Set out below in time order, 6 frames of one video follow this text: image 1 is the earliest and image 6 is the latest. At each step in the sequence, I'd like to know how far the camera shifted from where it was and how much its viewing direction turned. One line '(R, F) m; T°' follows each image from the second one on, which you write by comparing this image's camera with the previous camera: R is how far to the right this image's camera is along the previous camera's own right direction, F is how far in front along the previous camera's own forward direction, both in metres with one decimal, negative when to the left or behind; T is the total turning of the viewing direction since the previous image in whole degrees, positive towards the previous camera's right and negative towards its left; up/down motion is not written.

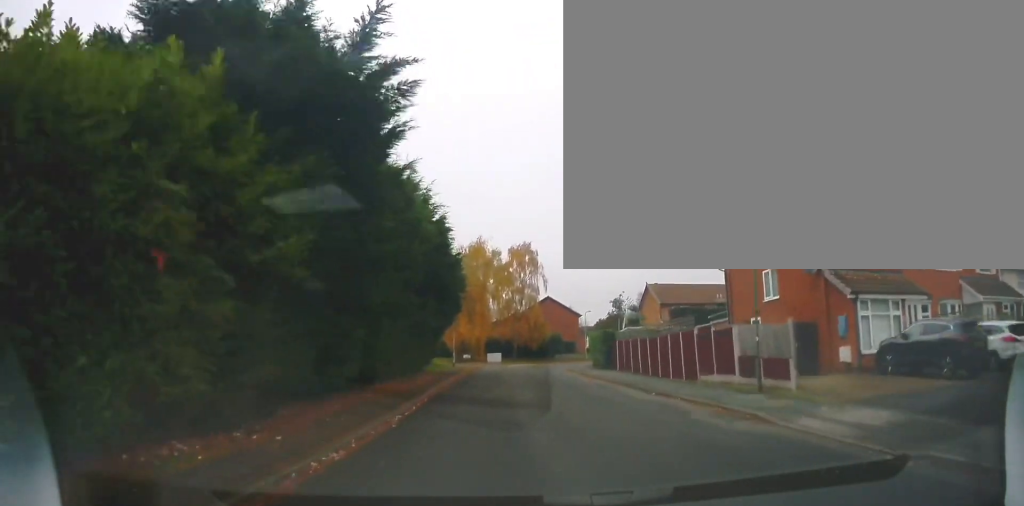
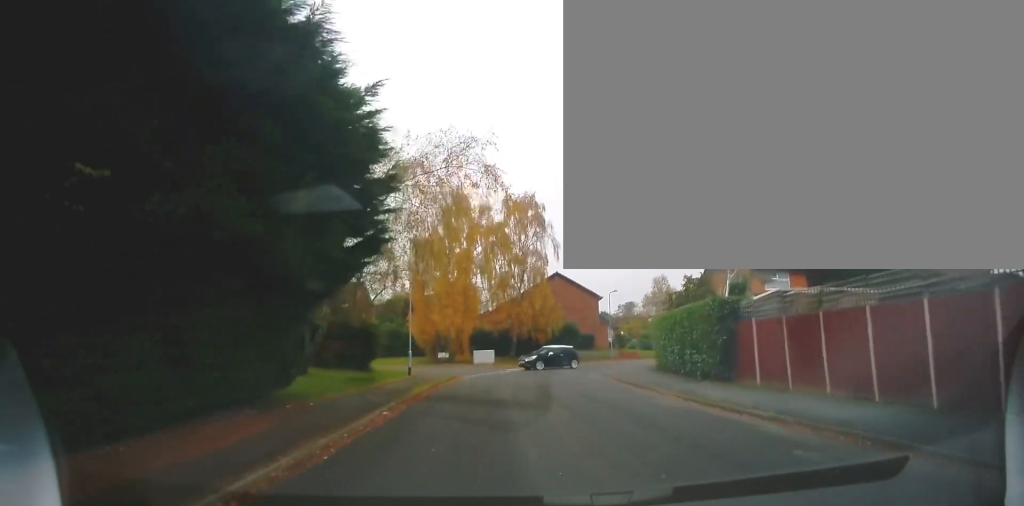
(-0.3, +21.6) m; 0°
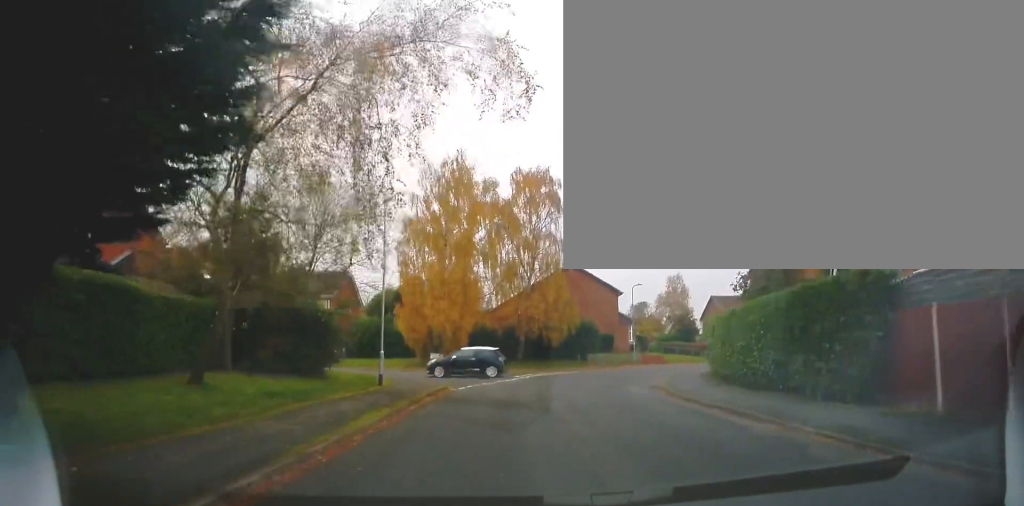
(+0.4, +7.8) m; +2°
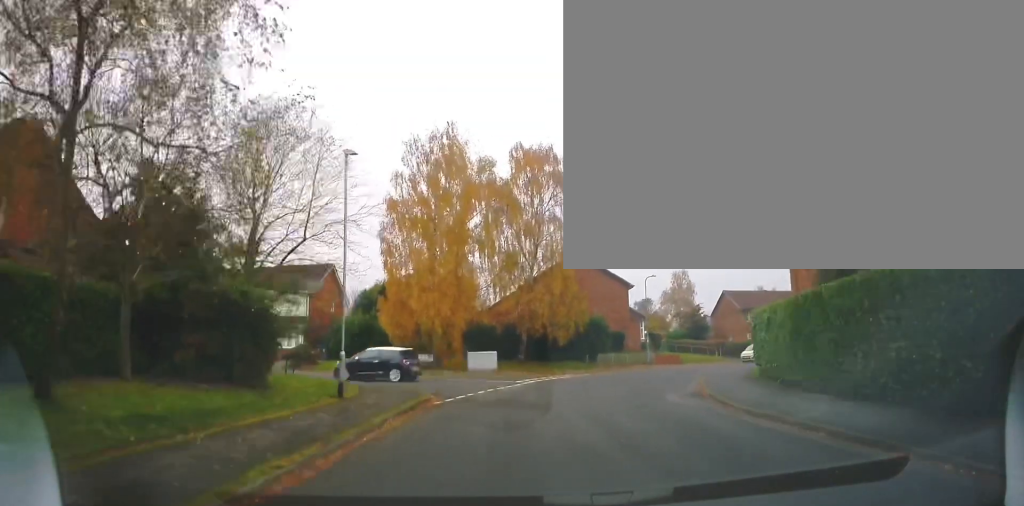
(0.0, +5.4) m; -2°
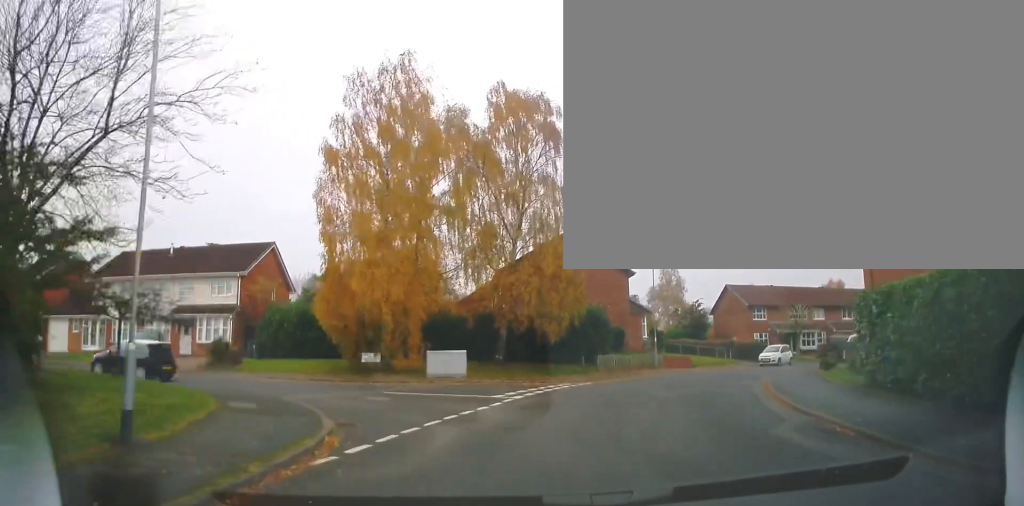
(0.0, +7.9) m; +6°
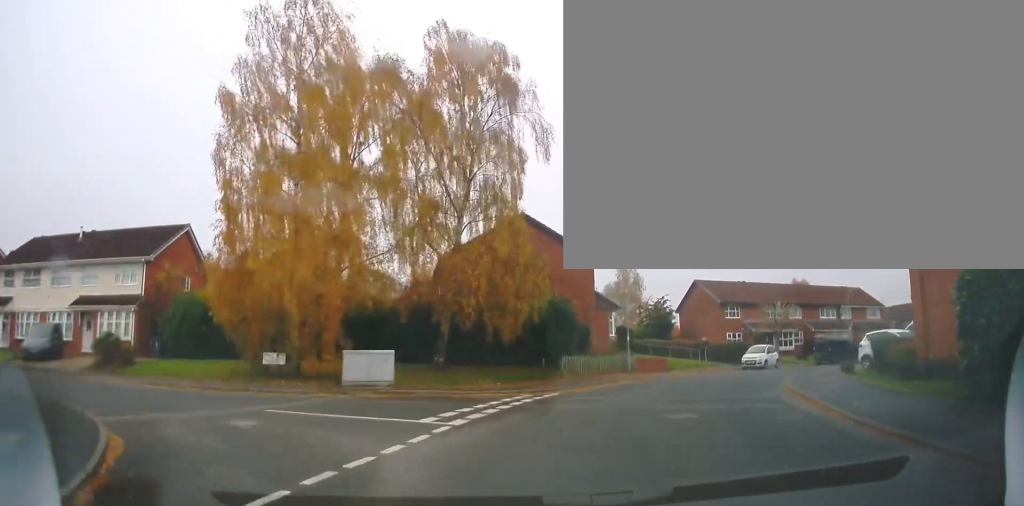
(+0.6, +5.3) m; +4°
